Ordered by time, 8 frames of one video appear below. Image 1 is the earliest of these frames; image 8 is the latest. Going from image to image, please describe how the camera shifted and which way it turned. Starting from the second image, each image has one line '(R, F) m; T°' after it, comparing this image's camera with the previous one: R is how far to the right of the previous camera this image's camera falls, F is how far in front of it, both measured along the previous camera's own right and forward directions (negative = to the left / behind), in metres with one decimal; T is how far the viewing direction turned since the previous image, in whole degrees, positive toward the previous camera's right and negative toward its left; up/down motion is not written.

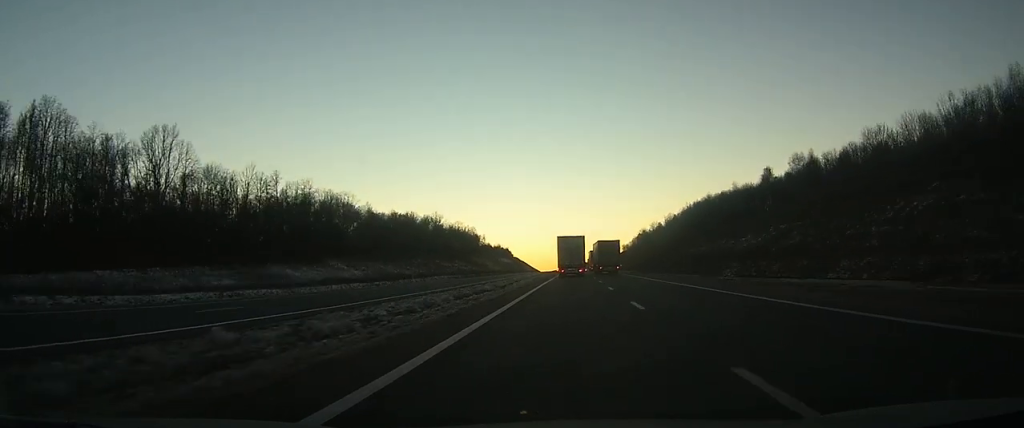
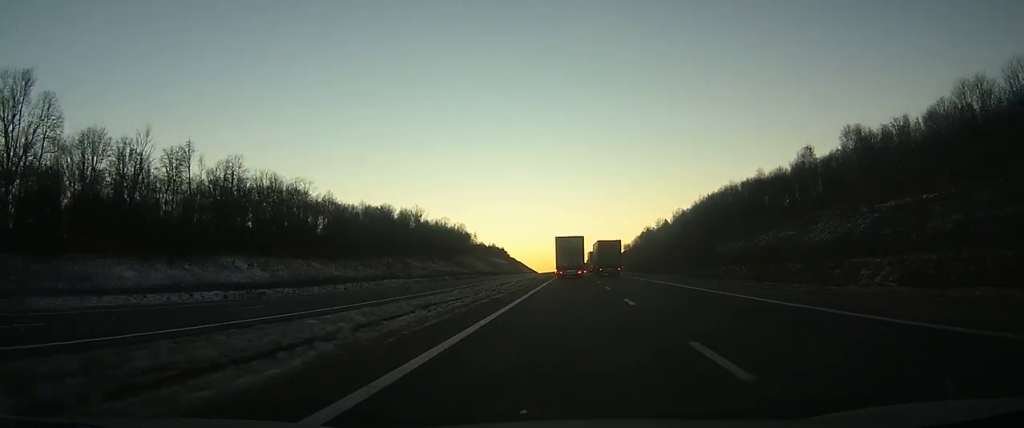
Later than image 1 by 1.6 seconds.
(0.0, +34.7) m; 0°
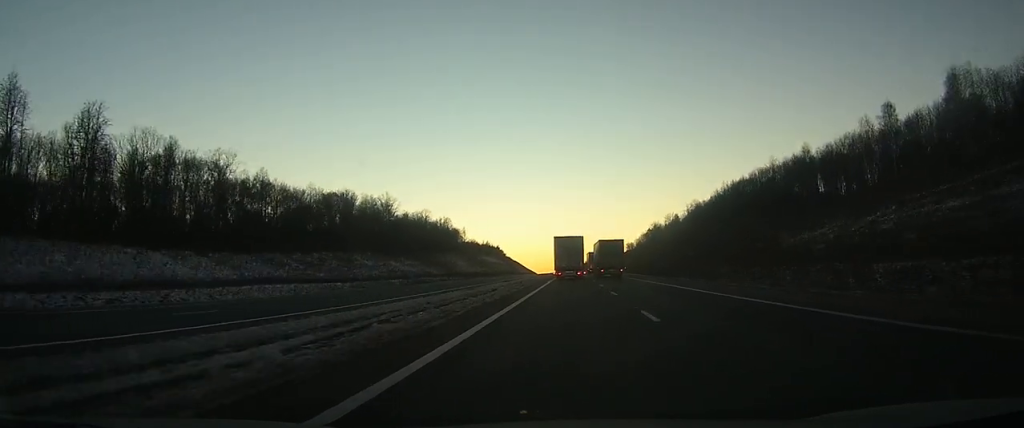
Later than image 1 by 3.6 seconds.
(+0.1, +41.5) m; 0°
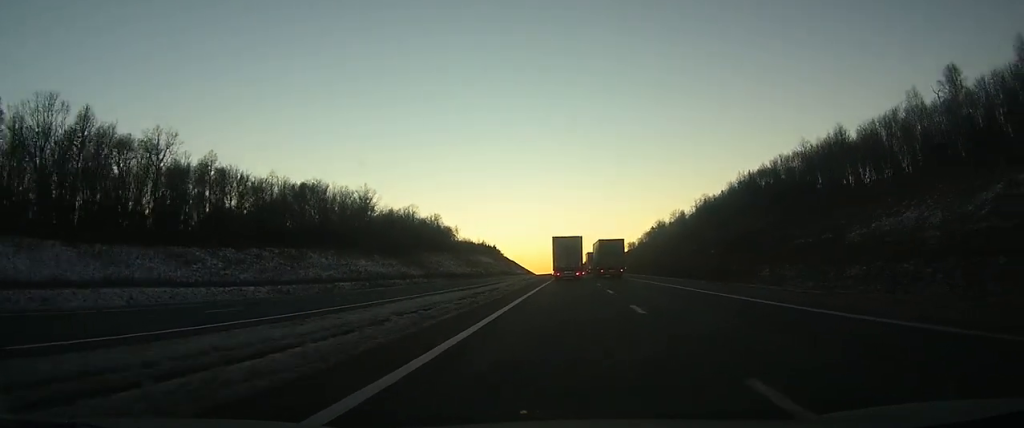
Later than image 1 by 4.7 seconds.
(0.0, +21.4) m; 0°
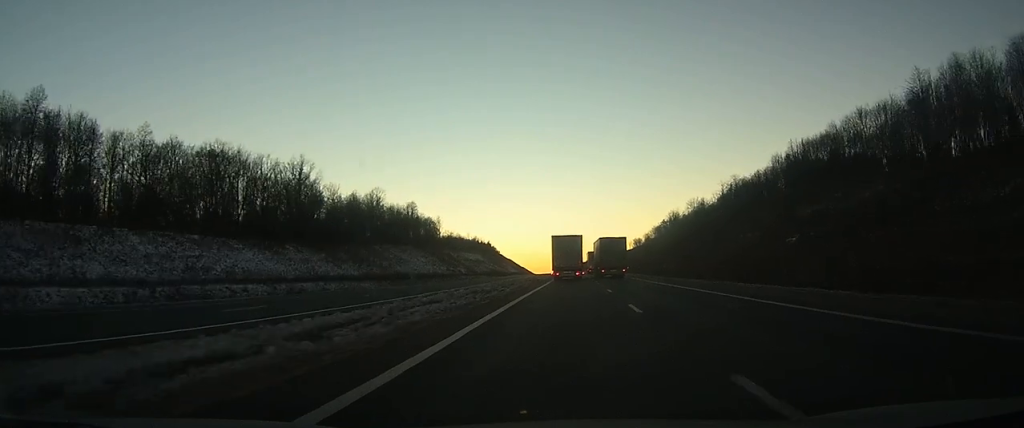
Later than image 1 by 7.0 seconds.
(+0.1, +45.4) m; 0°
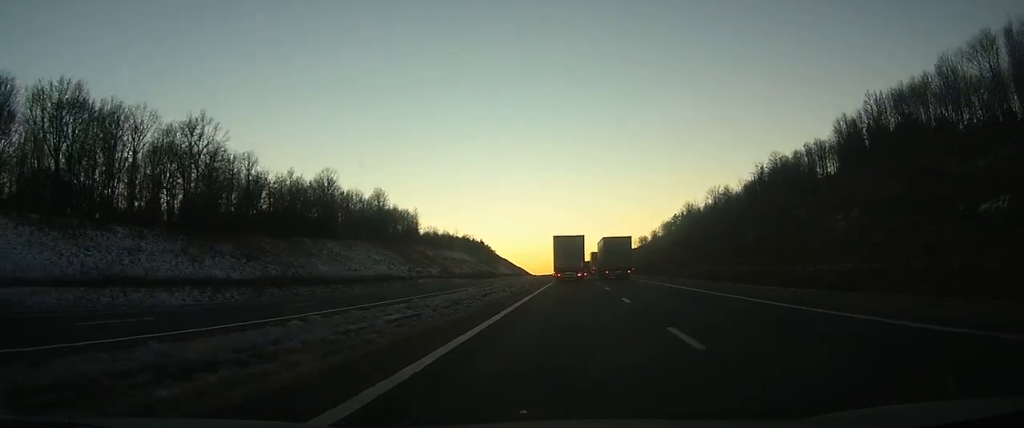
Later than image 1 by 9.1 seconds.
(-0.1, +42.0) m; 0°
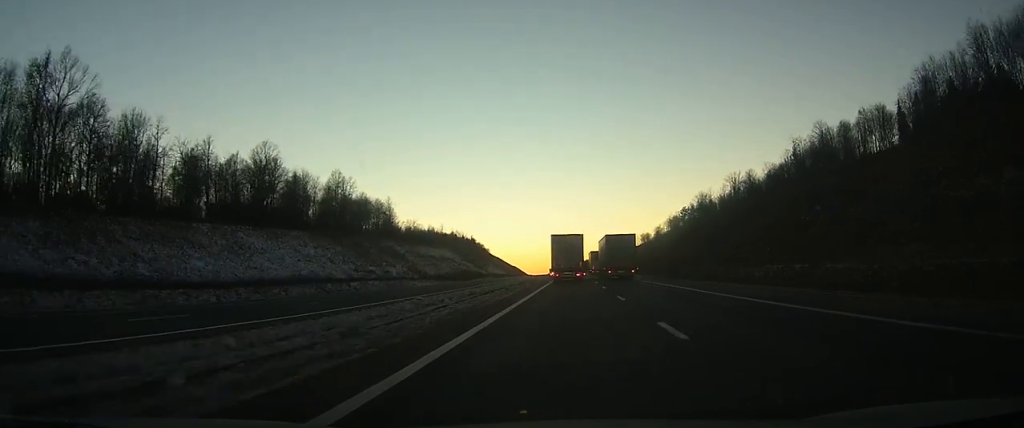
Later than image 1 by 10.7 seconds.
(0.0, +35.0) m; 0°
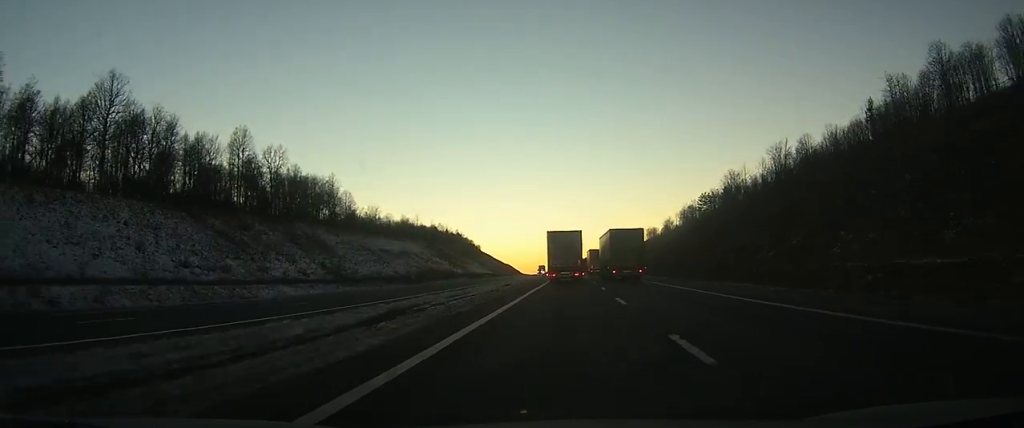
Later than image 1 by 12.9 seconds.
(+0.3, +50.0) m; 0°
